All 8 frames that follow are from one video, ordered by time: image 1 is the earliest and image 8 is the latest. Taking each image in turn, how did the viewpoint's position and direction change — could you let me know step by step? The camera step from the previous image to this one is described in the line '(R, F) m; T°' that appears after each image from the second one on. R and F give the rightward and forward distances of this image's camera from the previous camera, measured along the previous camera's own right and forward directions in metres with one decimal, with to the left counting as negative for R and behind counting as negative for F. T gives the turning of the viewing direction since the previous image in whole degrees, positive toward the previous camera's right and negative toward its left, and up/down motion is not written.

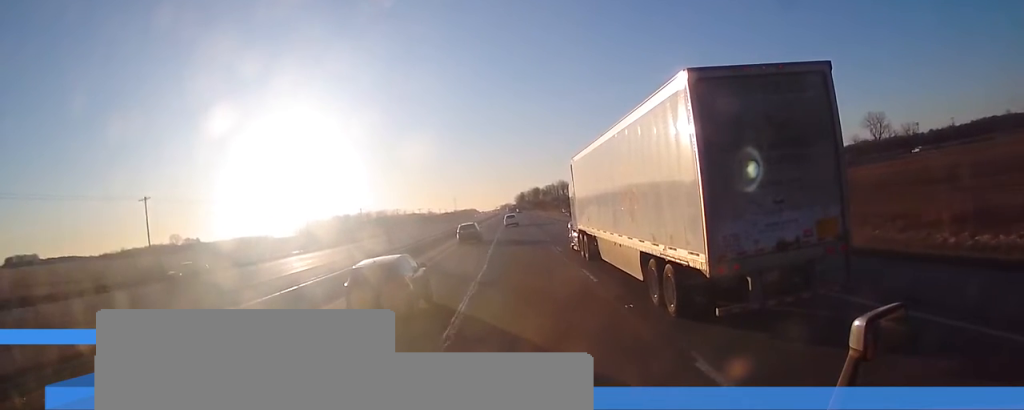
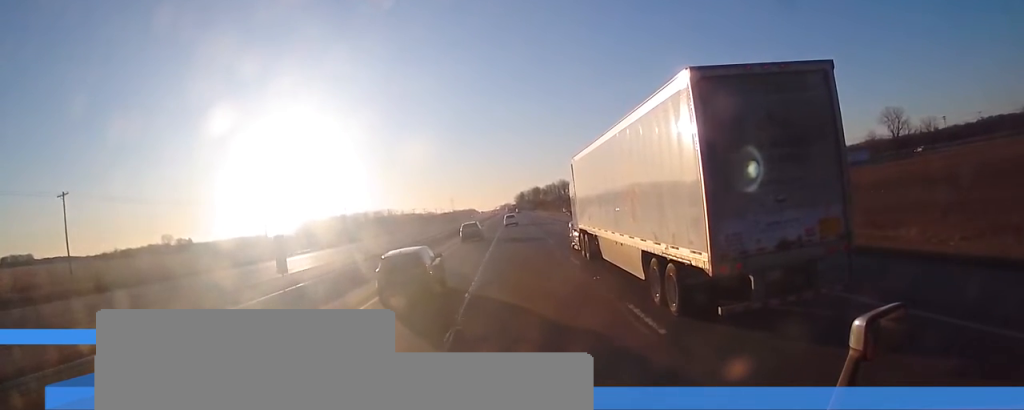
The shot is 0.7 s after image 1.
(-0.3, +18.8) m; 0°
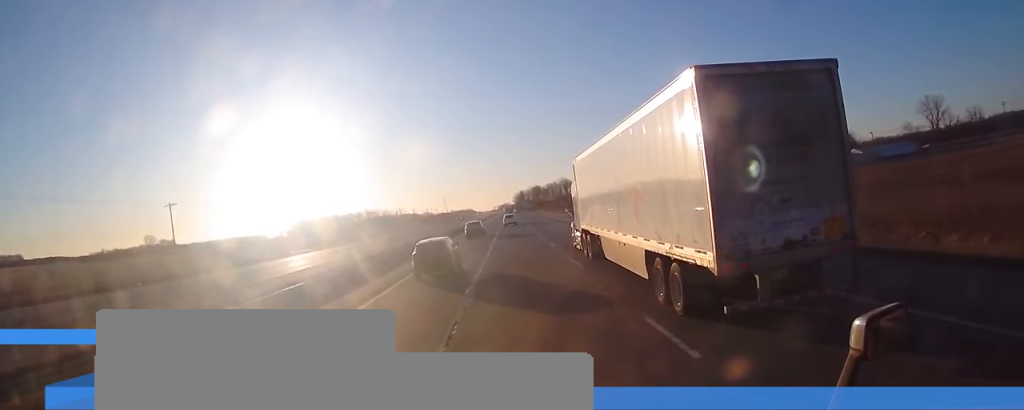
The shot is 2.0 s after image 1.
(+0.3, +37.6) m; +1°
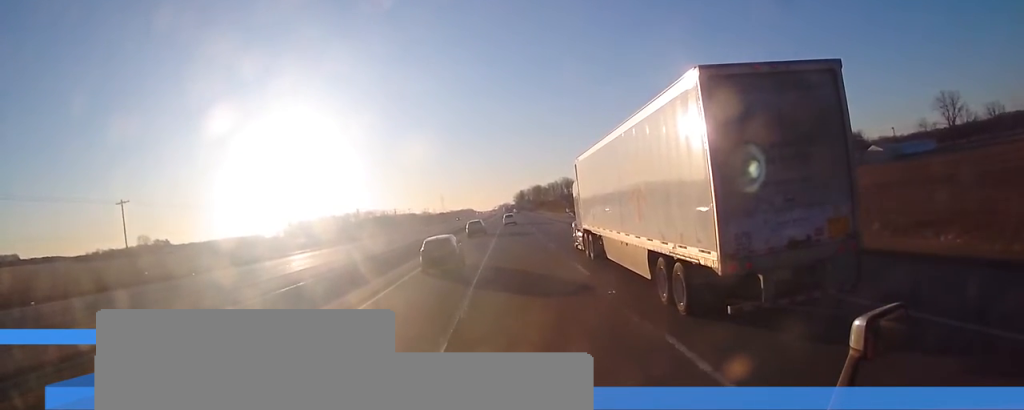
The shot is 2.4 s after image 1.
(0.0, +13.5) m; 0°
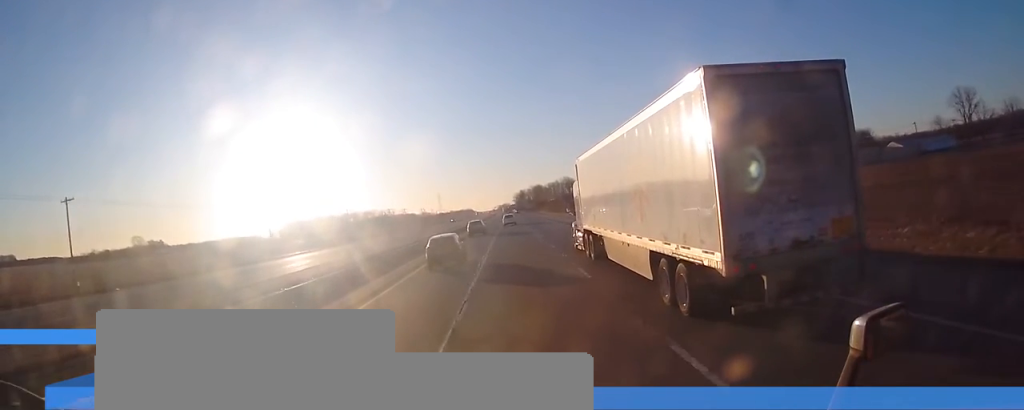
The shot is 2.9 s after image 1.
(-0.1, +12.5) m; 0°
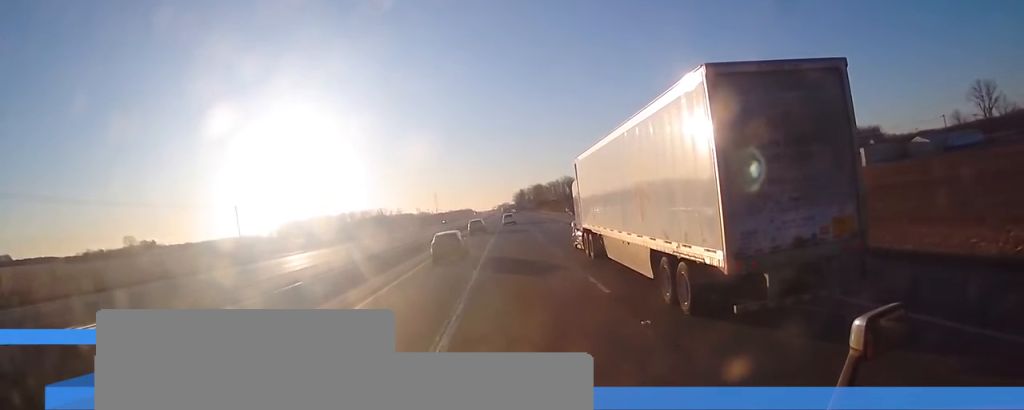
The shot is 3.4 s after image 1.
(0.0, +15.5) m; 0°
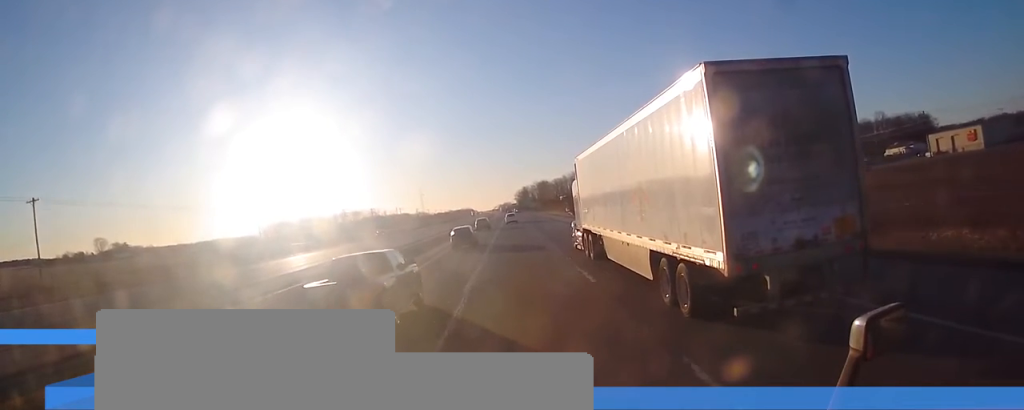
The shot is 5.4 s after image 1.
(+0.7, +58.5) m; +1°
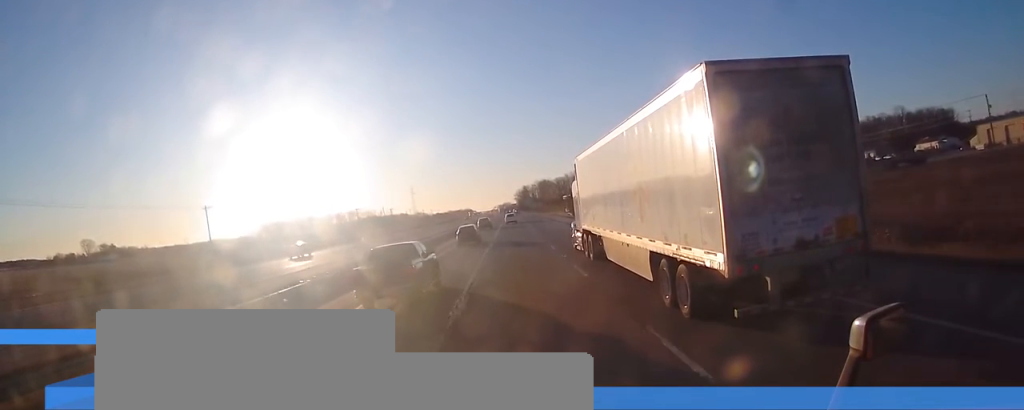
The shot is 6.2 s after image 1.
(0.0, +22.2) m; -1°
